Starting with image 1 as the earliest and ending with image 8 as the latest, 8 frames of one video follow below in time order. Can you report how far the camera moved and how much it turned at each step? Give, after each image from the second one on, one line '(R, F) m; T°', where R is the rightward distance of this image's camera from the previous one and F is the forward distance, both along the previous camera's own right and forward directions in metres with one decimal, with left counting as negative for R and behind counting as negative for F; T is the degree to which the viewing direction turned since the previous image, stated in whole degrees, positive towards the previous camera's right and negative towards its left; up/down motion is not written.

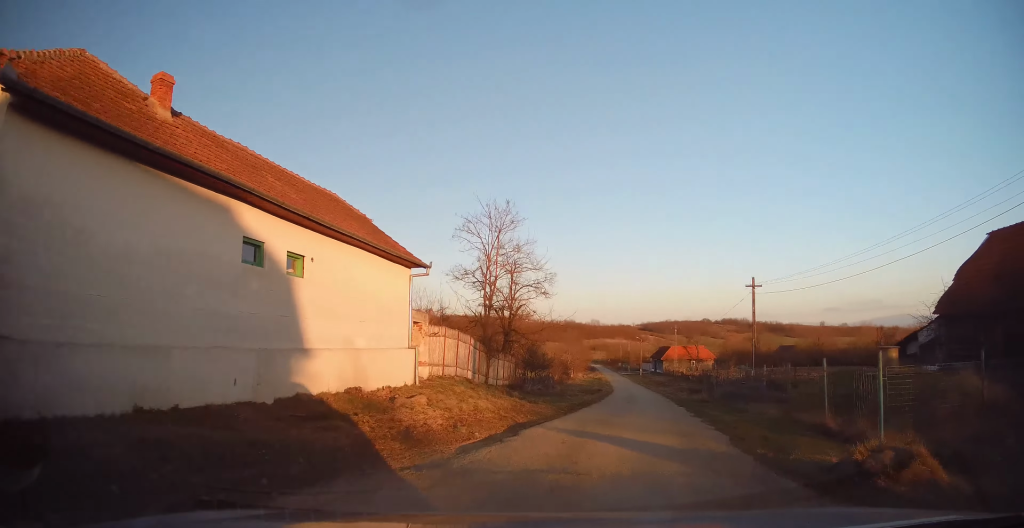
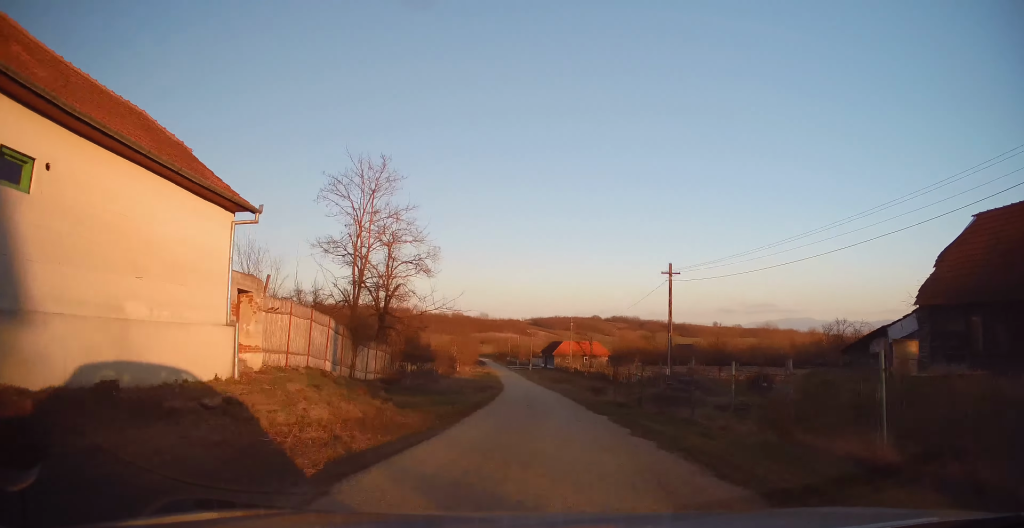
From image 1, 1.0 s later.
(+0.8, +5.0) m; +9°
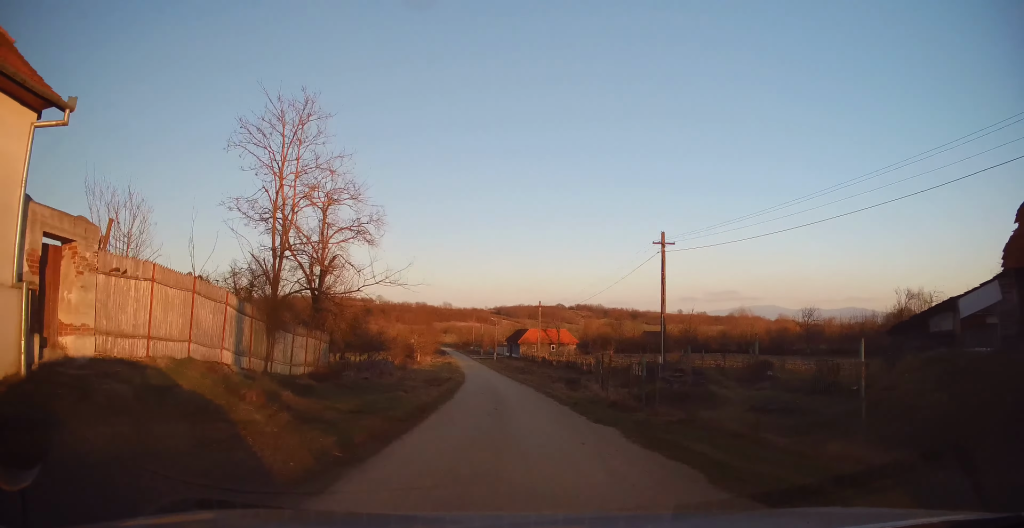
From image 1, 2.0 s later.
(-0.1, +5.5) m; +1°
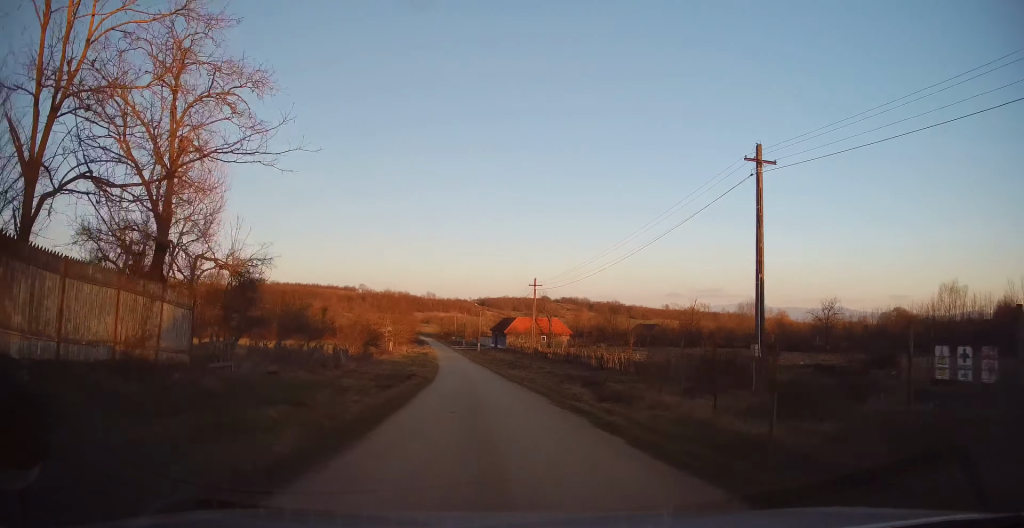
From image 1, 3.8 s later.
(+1.0, +11.8) m; +6°
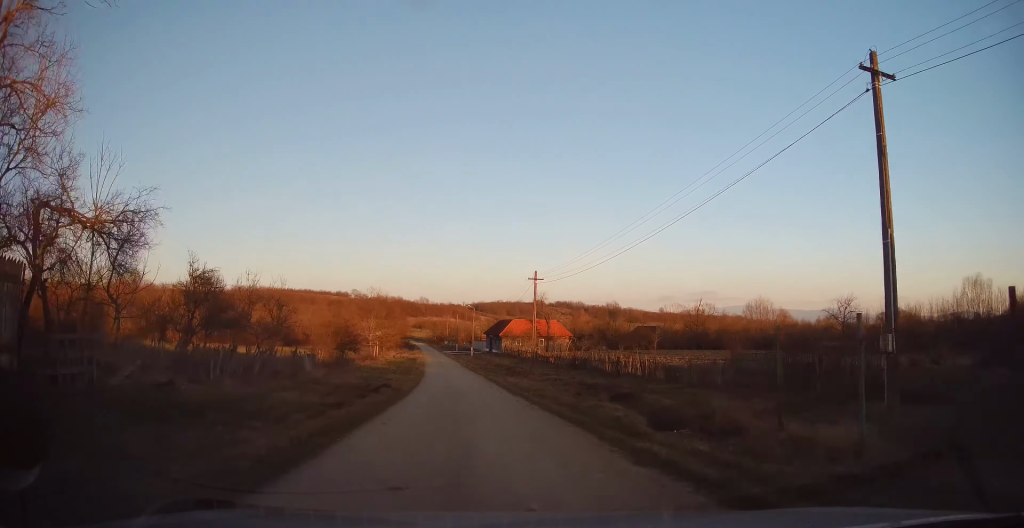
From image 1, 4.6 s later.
(-0.1, +6.5) m; -4°
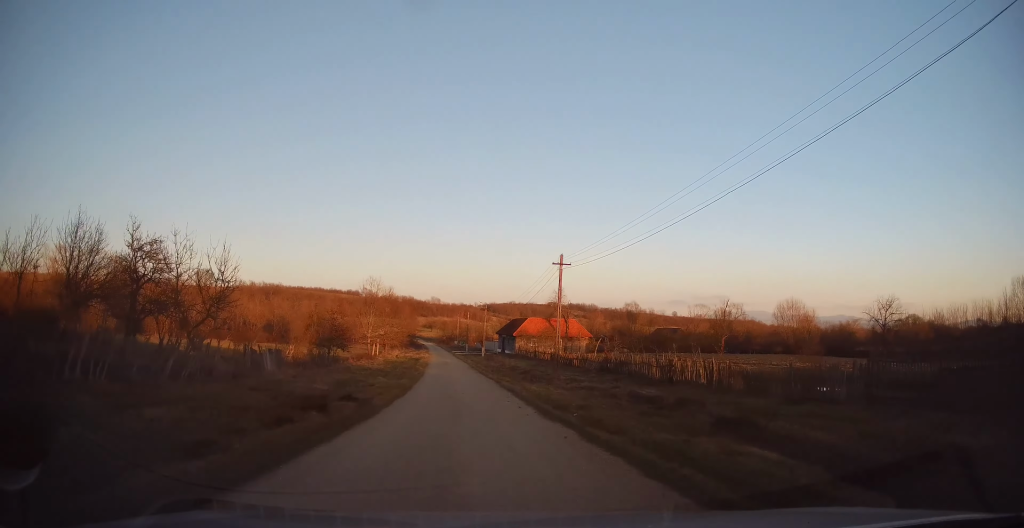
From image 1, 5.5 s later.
(-0.6, +7.7) m; 0°
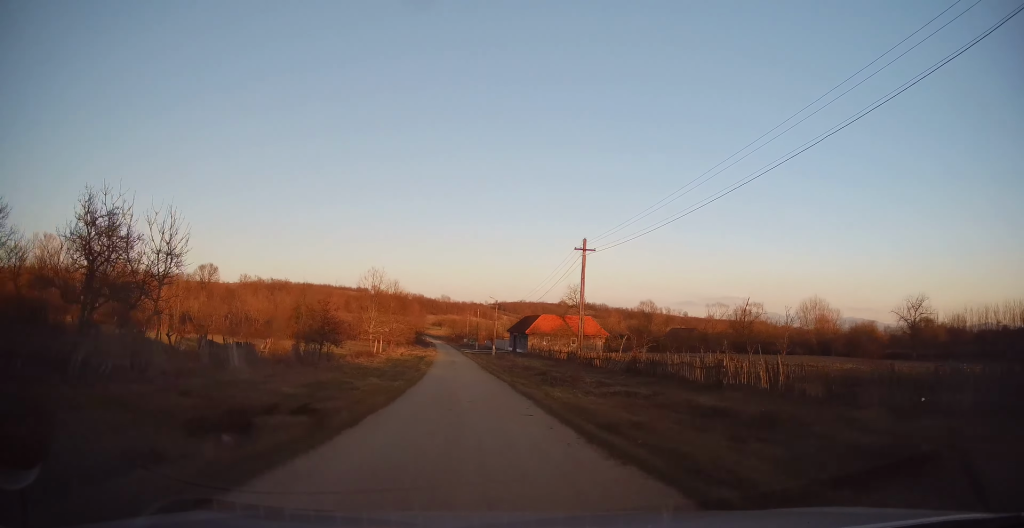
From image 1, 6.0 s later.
(+0.3, +4.7) m; +1°
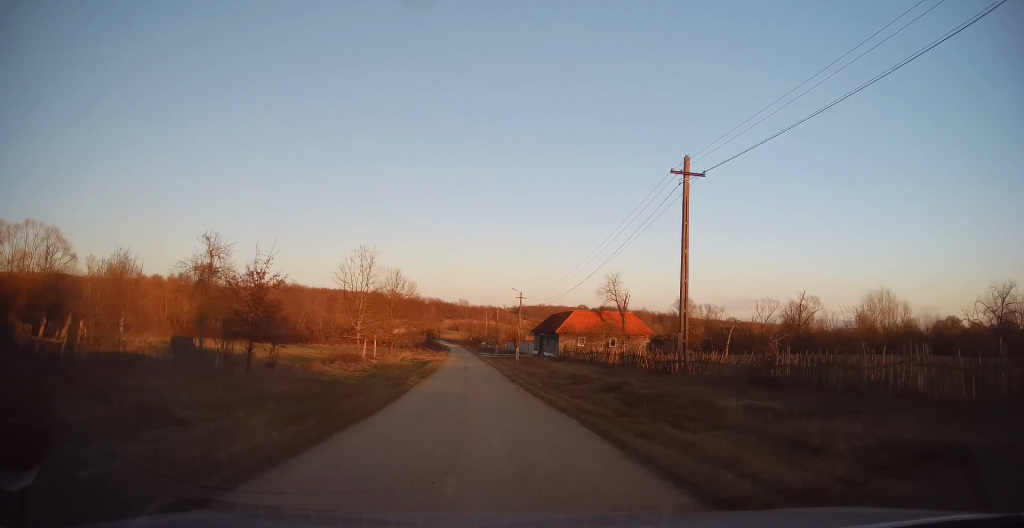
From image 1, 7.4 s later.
(0.0, +13.7) m; -2°
